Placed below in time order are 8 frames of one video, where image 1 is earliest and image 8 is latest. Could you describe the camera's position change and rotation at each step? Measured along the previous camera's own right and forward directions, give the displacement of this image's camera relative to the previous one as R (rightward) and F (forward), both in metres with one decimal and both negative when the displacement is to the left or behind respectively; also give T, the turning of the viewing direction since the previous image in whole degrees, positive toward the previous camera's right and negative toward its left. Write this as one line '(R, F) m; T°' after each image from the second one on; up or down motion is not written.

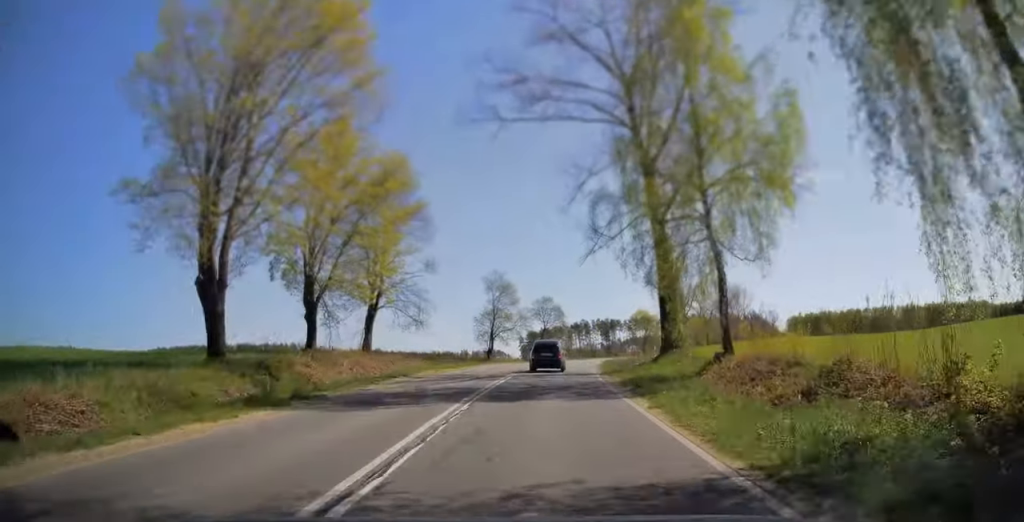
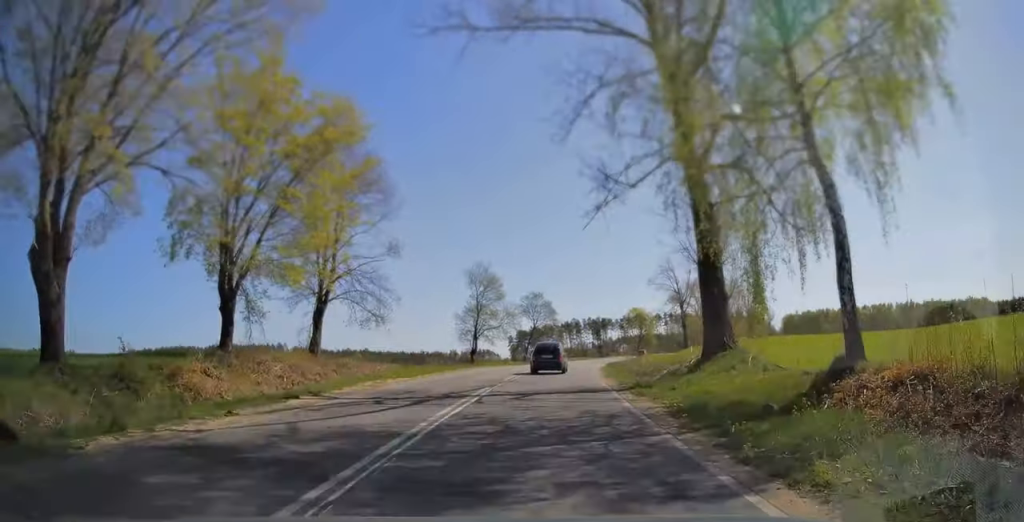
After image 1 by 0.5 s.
(+0.1, +9.1) m; +1°
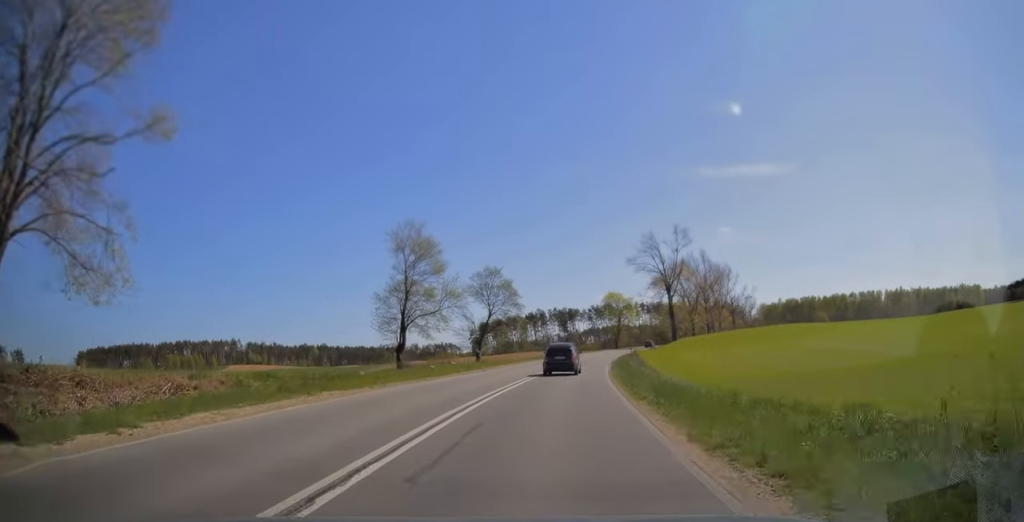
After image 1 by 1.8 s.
(+0.6, +24.5) m; +3°
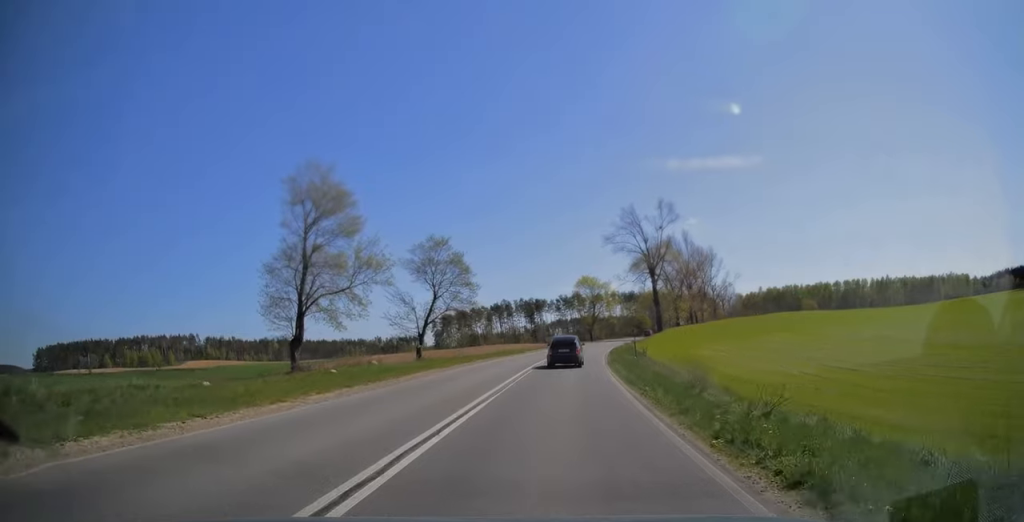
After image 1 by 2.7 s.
(+0.4, +18.1) m; +3°
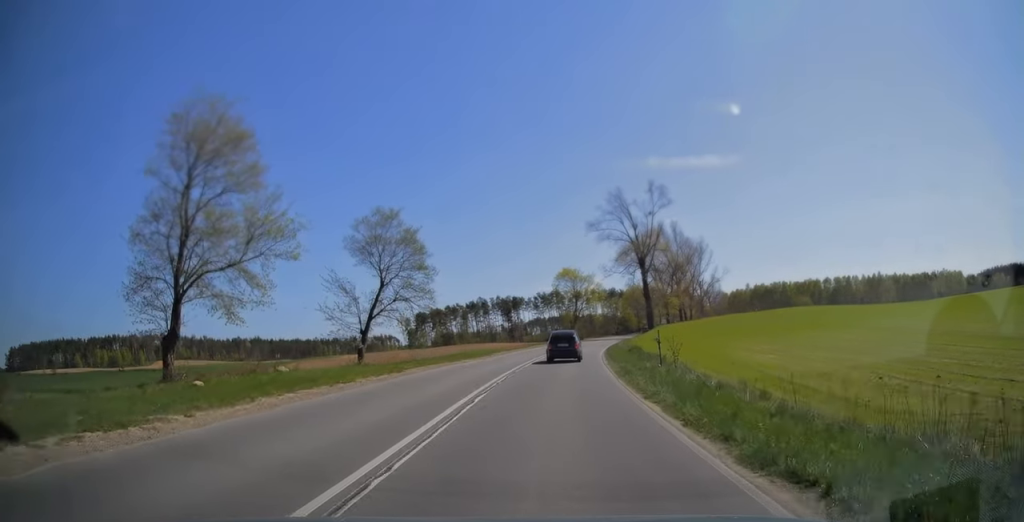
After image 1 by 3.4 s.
(+0.3, +12.5) m; +2°
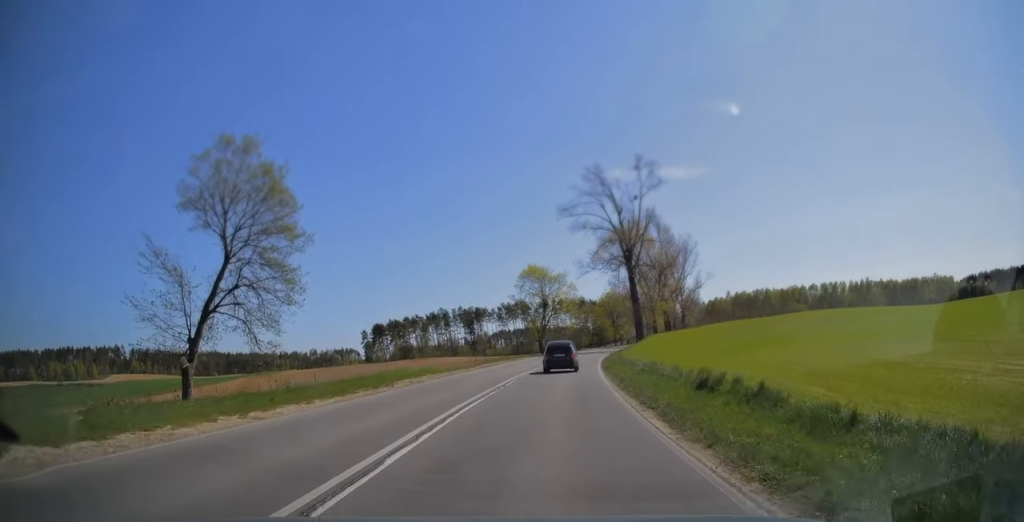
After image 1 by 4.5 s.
(+0.6, +20.6) m; +3°
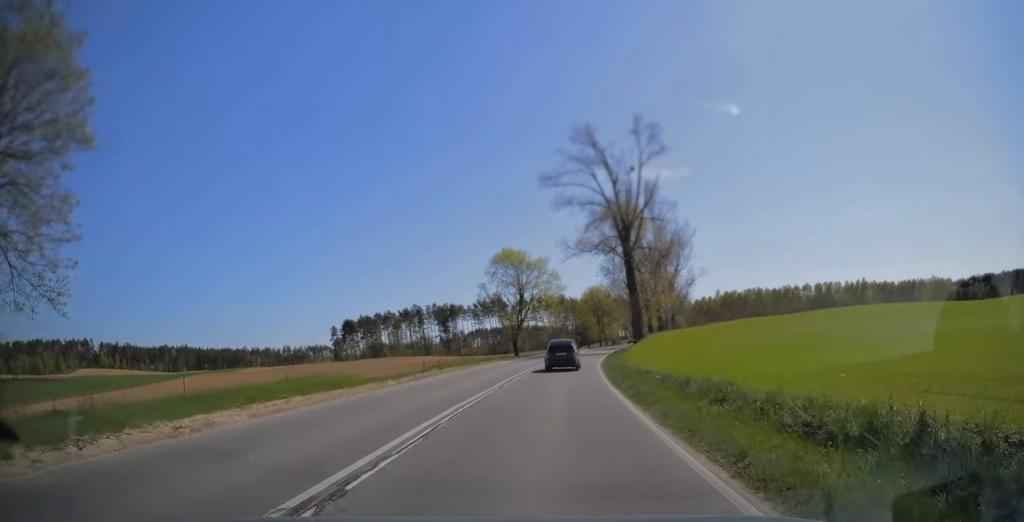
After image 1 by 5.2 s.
(+0.3, +15.0) m; +2°
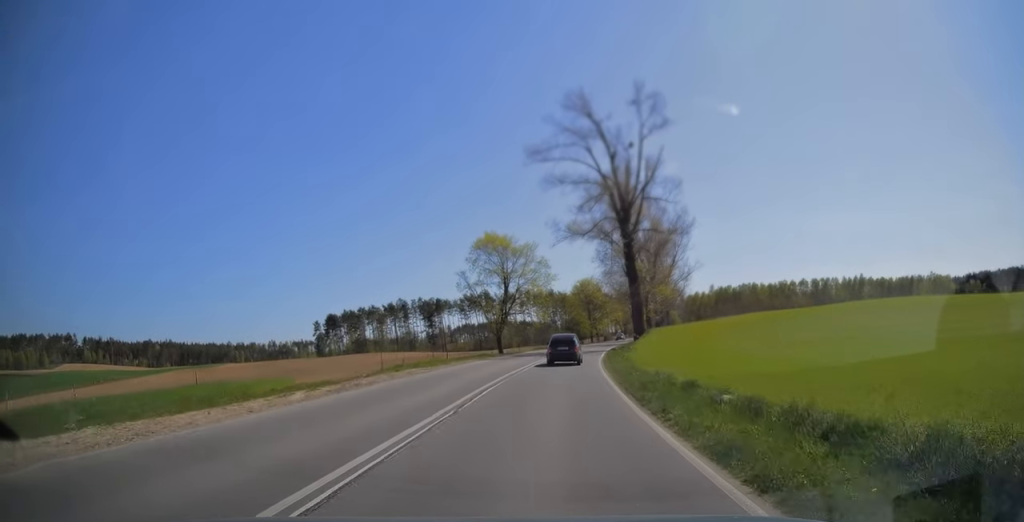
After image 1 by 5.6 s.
(+0.1, +7.9) m; +1°
